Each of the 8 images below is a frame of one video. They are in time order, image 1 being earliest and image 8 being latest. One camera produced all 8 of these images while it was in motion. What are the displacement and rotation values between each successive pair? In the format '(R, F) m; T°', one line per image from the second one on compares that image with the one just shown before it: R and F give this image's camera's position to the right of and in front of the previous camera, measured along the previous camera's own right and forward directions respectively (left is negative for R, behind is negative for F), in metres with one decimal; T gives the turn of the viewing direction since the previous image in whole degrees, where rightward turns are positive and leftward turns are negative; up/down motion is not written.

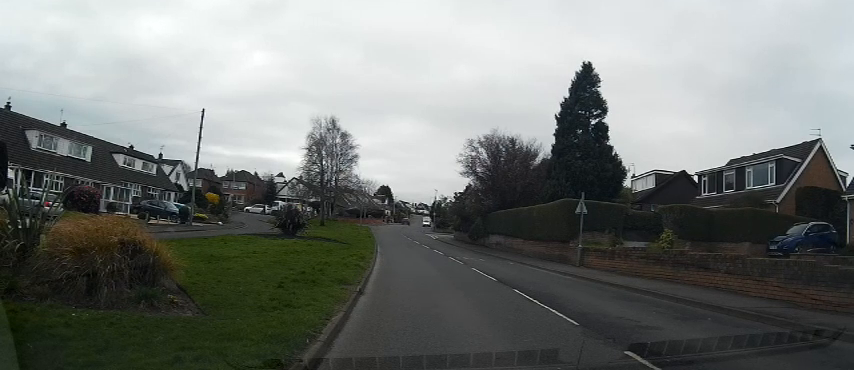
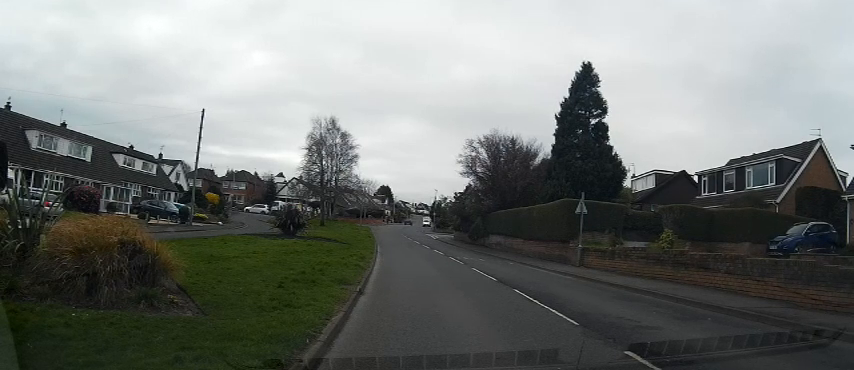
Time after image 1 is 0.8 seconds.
(0.0, 0.0) m; 0°
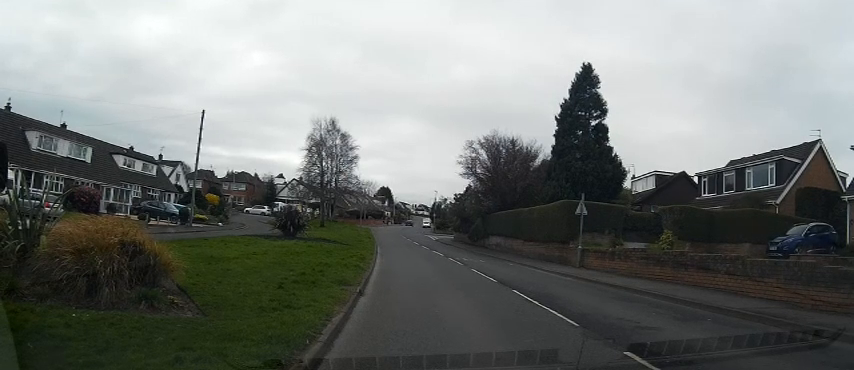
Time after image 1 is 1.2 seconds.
(0.0, 0.0) m; 0°
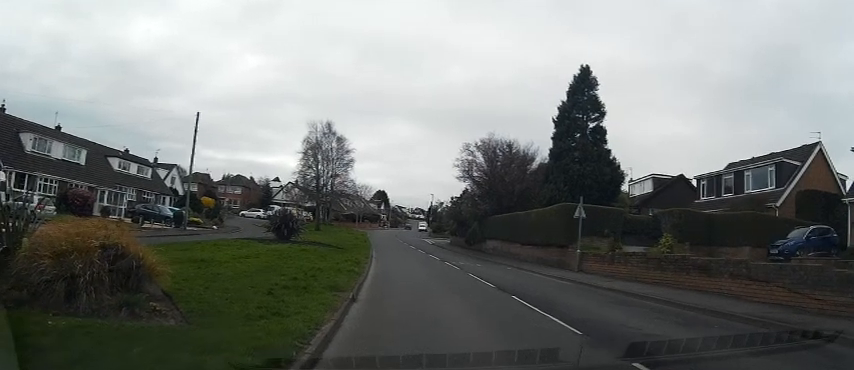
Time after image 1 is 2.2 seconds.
(+0.1, 0.0) m; 0°
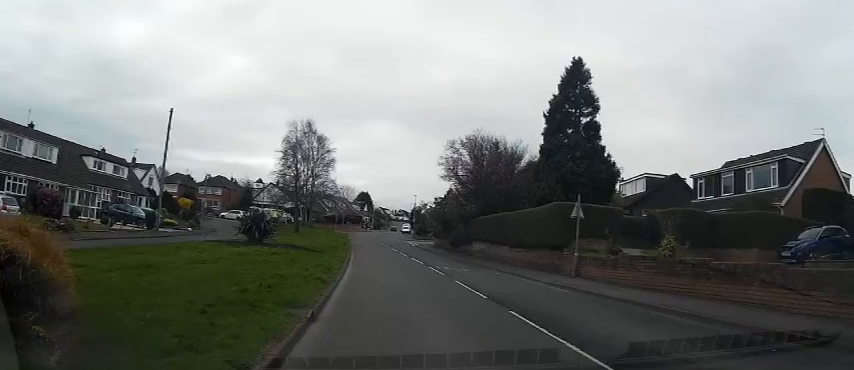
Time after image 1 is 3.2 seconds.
(0.0, +1.4) m; +2°
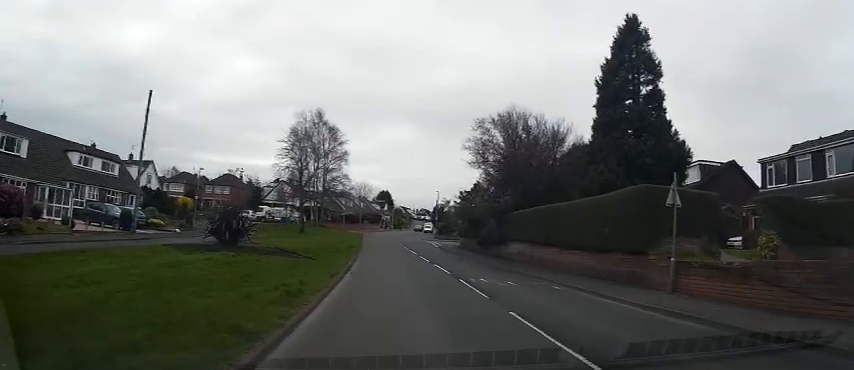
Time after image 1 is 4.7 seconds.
(-0.1, +5.7) m; -3°
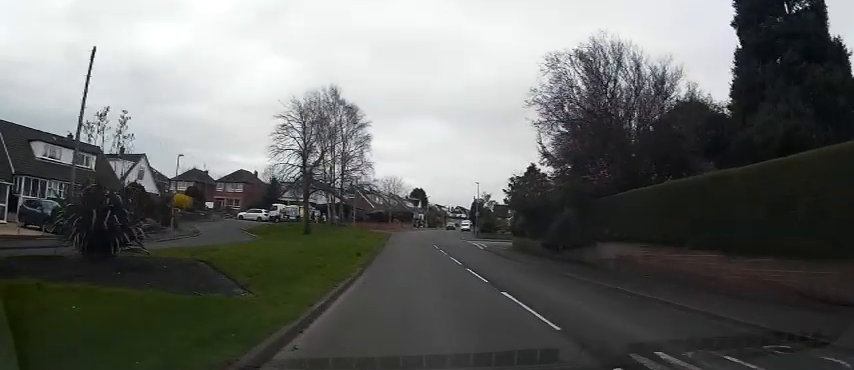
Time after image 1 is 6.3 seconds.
(-0.3, +9.8) m; -3°
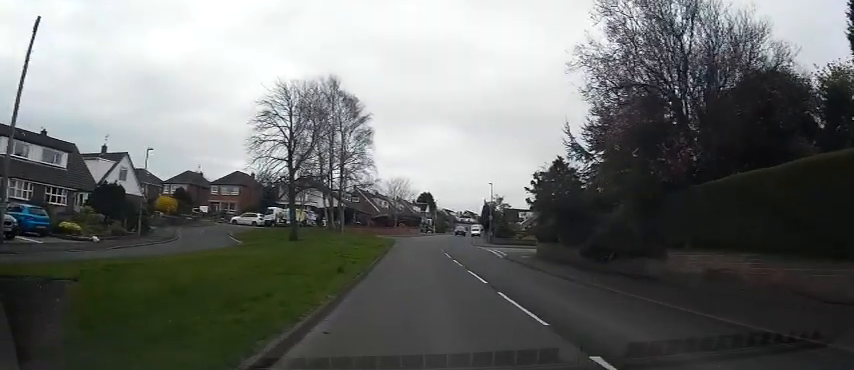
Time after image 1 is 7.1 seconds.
(-0.1, +5.4) m; -1°
